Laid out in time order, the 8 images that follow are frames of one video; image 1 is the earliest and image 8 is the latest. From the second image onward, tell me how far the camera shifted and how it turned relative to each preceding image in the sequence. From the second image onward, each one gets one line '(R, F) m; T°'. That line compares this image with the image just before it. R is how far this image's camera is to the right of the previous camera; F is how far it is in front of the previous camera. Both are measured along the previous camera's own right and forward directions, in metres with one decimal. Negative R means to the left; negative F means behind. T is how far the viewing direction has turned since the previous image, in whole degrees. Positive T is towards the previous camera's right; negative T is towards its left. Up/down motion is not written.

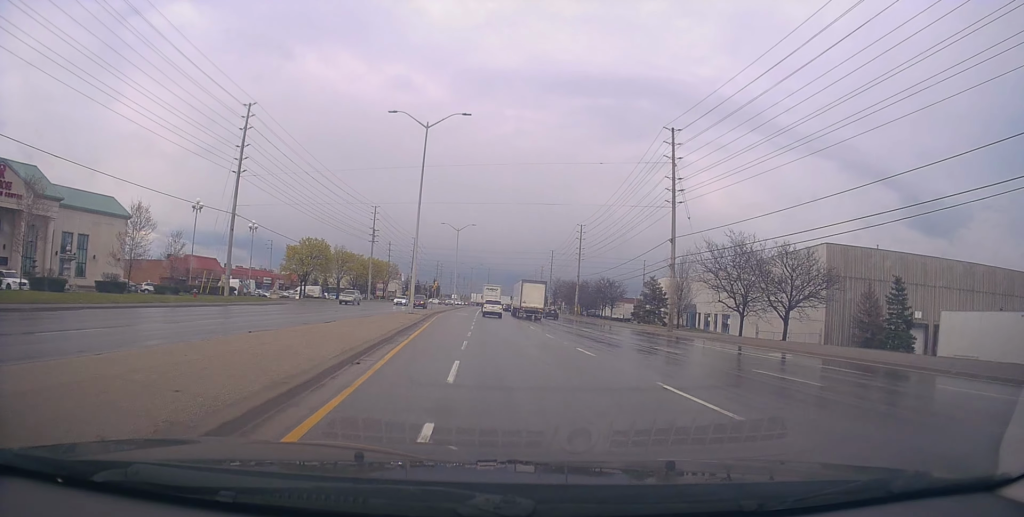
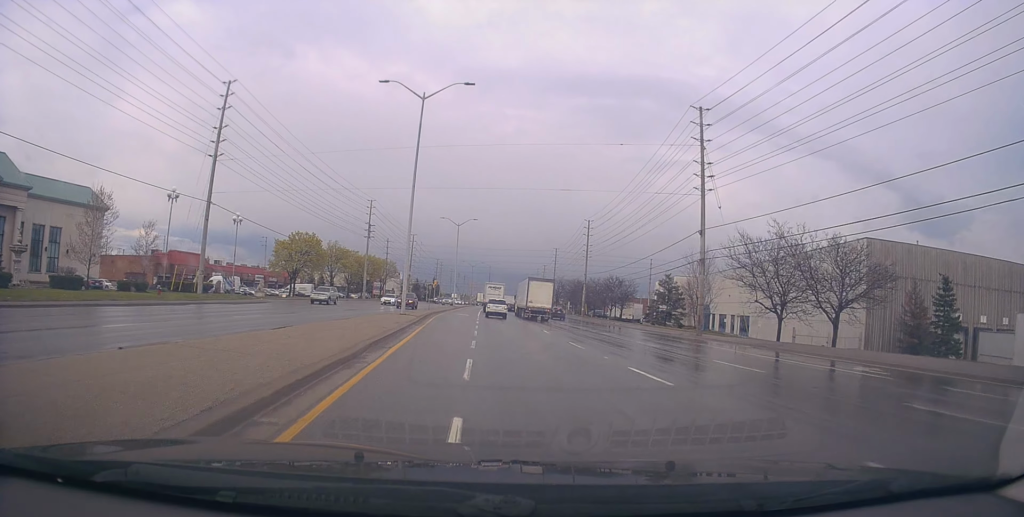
(-0.1, +5.9) m; +1°
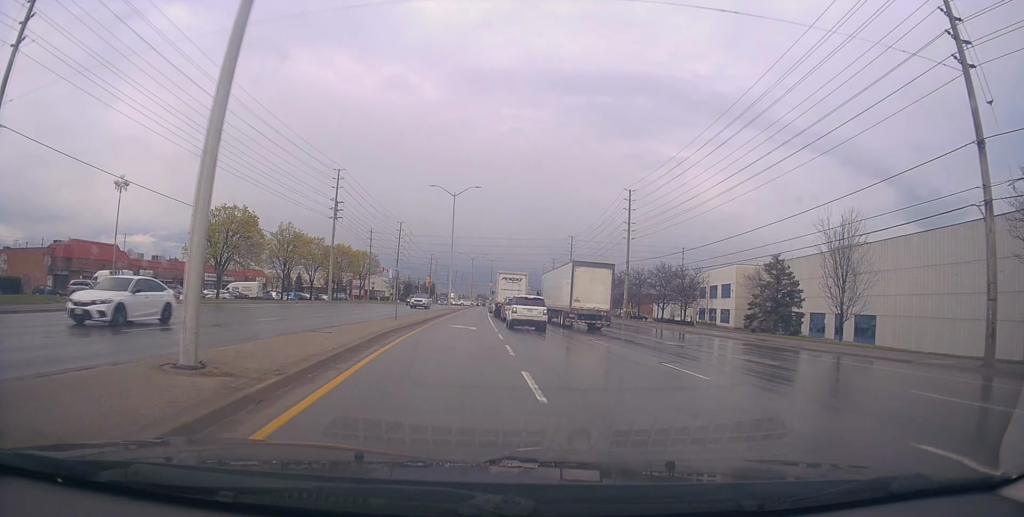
(-0.3, +26.7) m; -4°
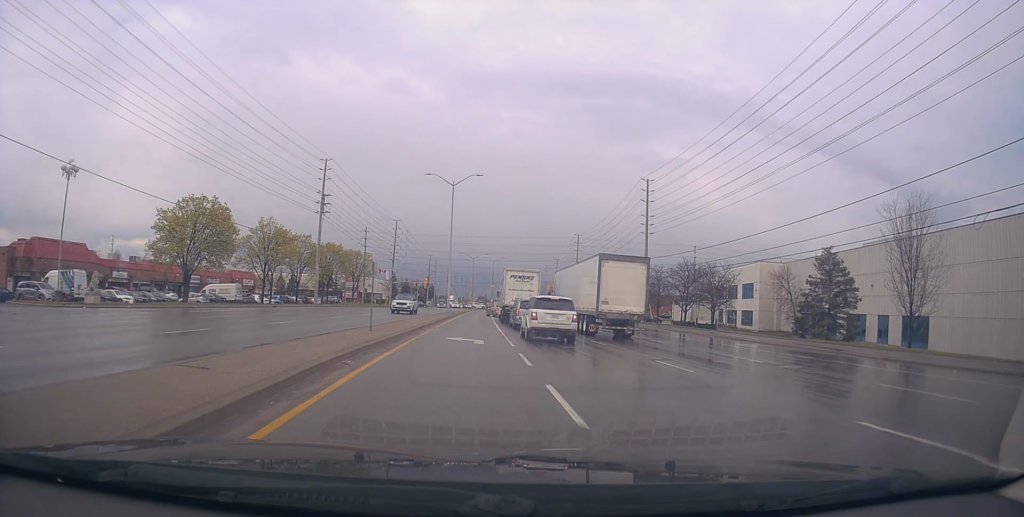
(-0.1, +7.6) m; 0°
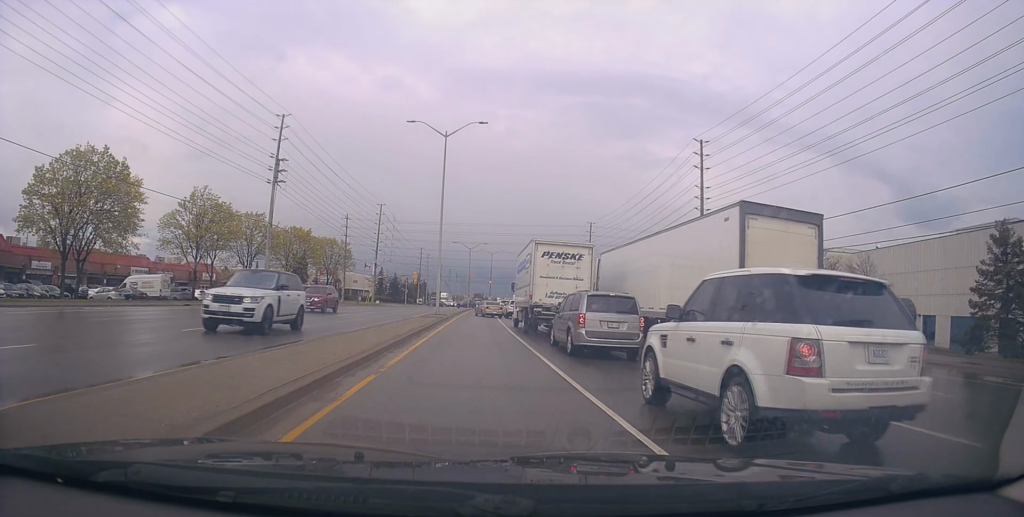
(+0.6, +17.2) m; +3°
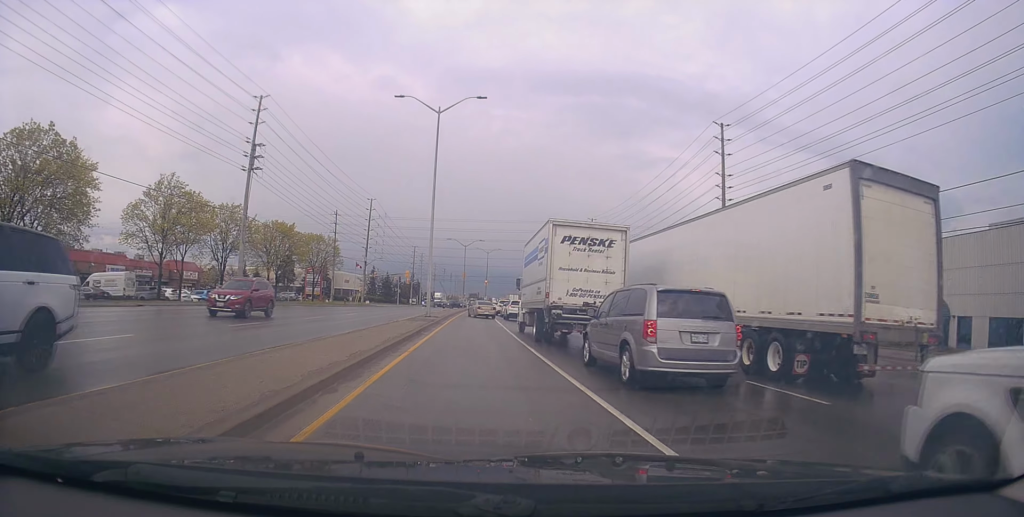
(+0.3, +5.7) m; +1°
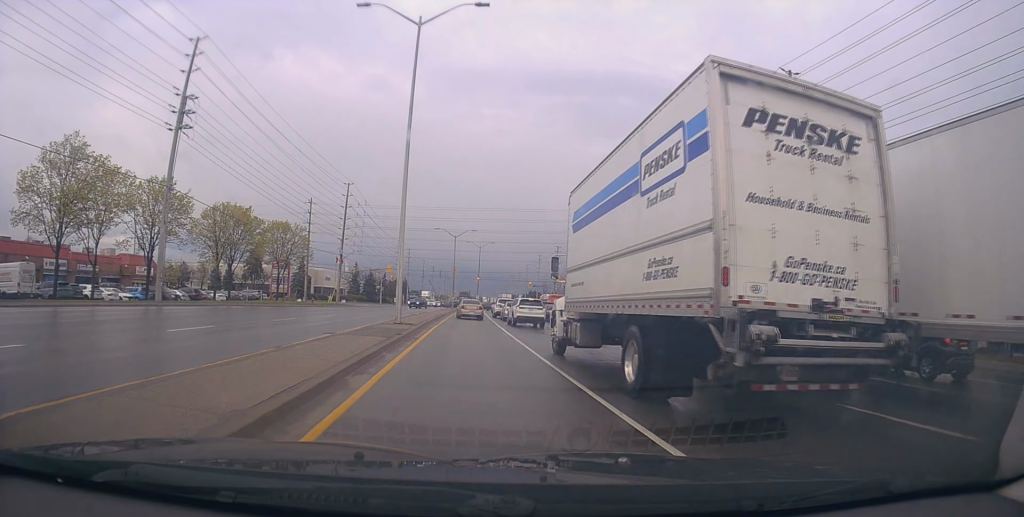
(-0.5, +12.4) m; -1°
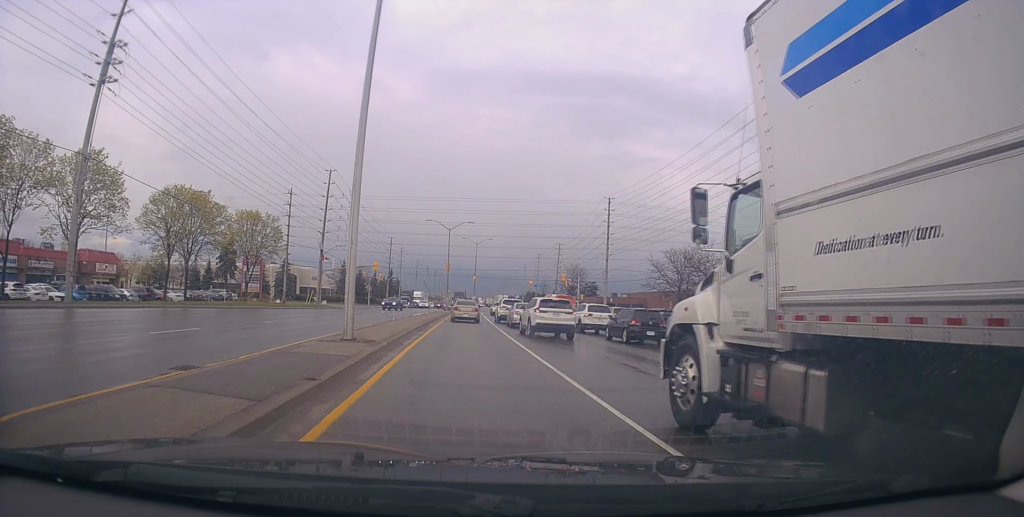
(+0.1, +9.5) m; 0°
